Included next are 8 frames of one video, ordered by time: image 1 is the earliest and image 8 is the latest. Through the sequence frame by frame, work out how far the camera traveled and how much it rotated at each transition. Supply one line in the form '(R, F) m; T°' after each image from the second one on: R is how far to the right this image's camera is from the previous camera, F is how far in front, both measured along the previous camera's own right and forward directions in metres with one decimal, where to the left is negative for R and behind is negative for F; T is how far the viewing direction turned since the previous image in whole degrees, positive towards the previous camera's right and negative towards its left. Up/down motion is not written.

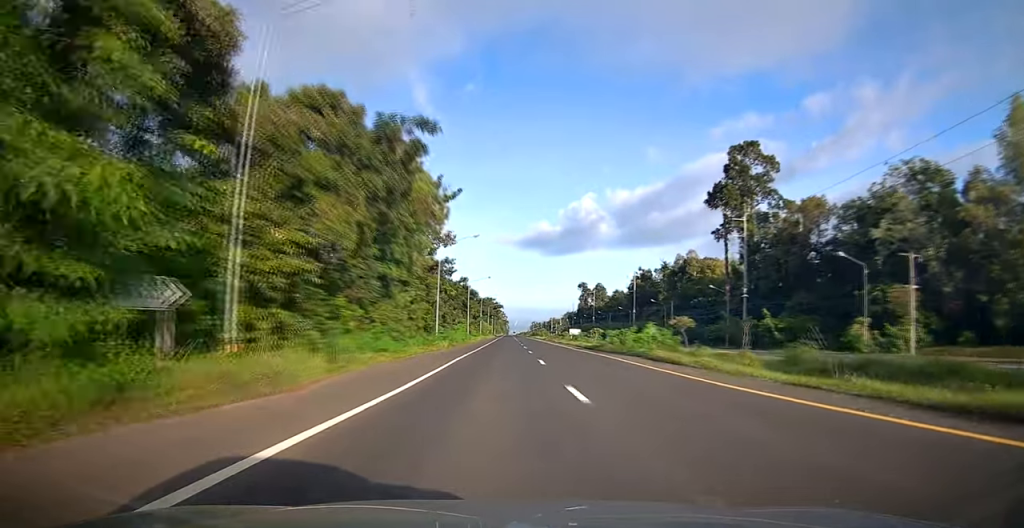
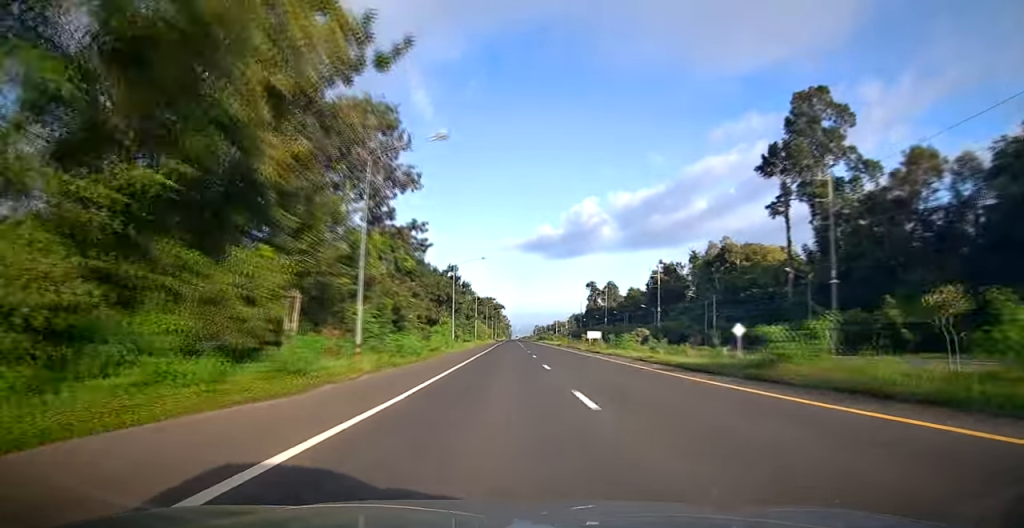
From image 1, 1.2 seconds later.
(0.0, +24.7) m; 0°
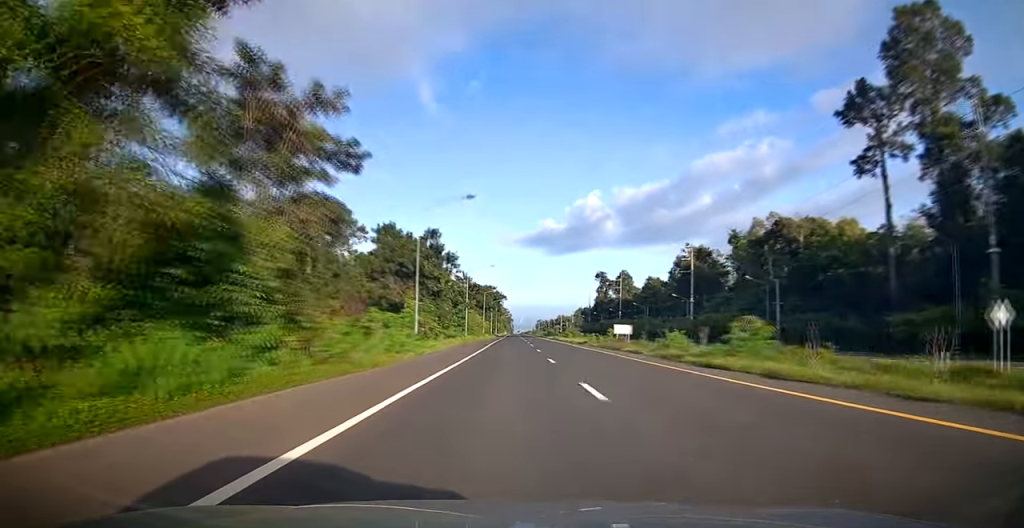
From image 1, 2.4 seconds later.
(-0.1, +23.8) m; 0°
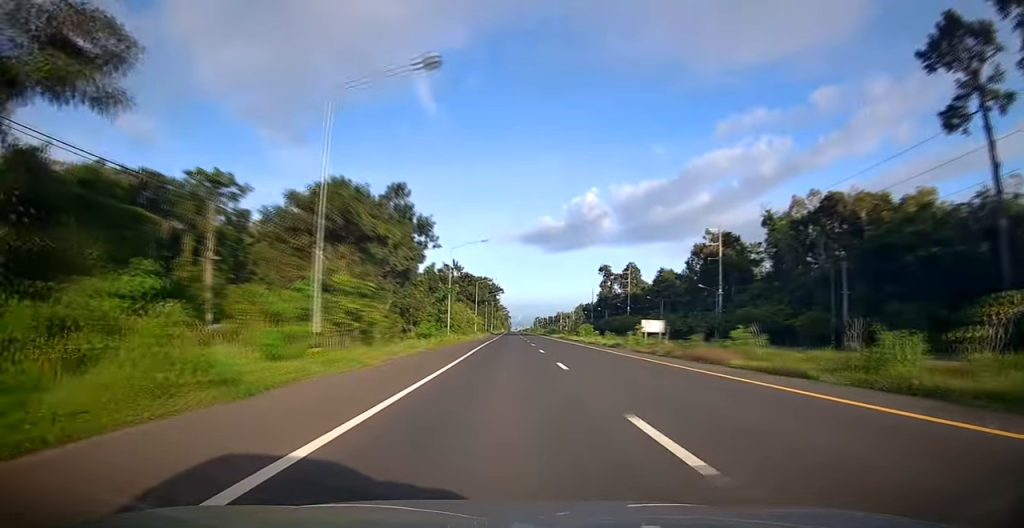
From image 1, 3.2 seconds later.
(0.0, +17.3) m; 0°
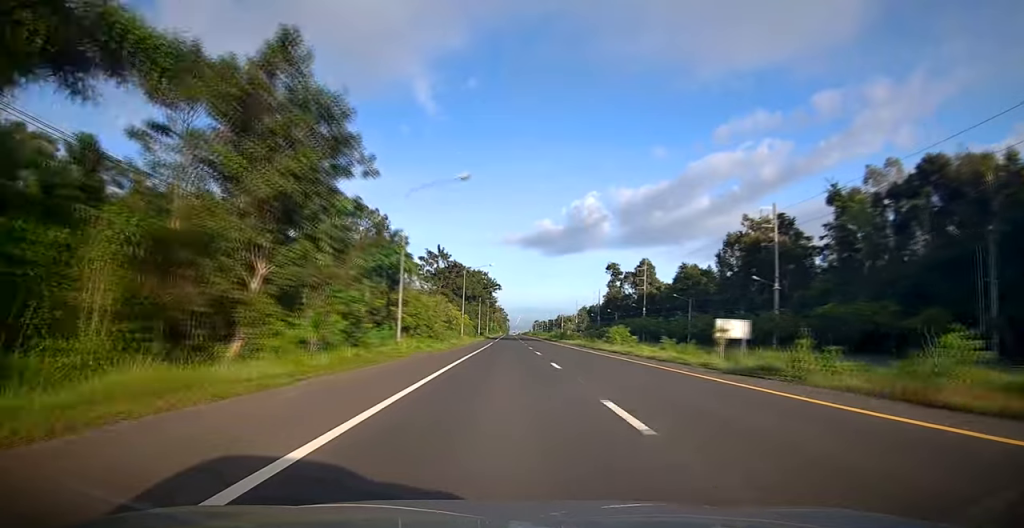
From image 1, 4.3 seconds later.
(0.0, +22.1) m; 0°
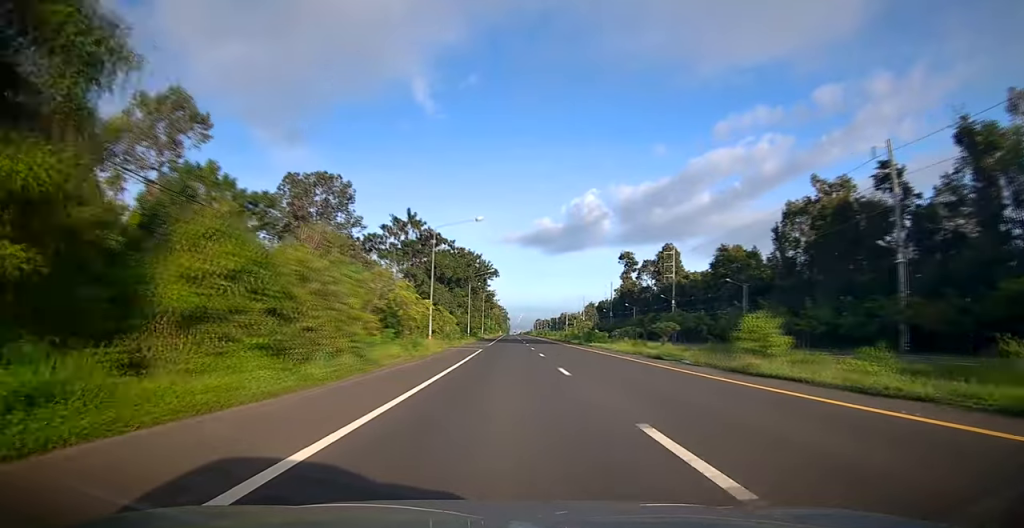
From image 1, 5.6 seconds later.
(0.0, +27.0) m; 0°
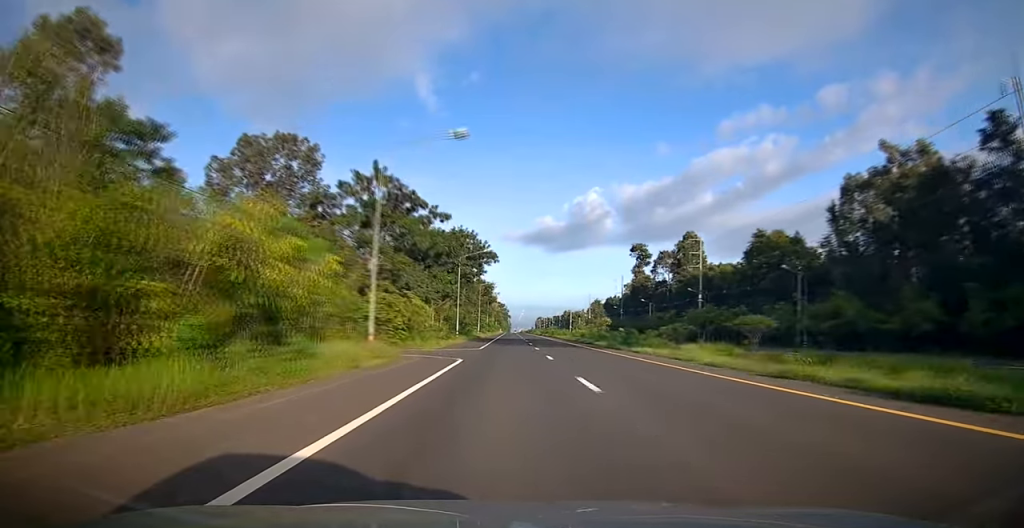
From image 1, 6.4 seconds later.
(0.0, +17.1) m; +1°
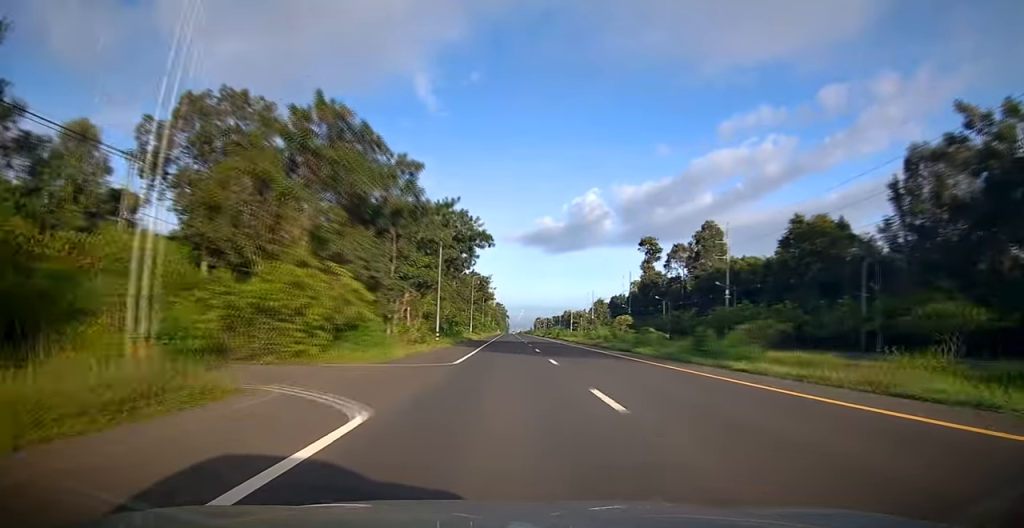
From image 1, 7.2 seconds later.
(+0.5, +14.5) m; 0°
